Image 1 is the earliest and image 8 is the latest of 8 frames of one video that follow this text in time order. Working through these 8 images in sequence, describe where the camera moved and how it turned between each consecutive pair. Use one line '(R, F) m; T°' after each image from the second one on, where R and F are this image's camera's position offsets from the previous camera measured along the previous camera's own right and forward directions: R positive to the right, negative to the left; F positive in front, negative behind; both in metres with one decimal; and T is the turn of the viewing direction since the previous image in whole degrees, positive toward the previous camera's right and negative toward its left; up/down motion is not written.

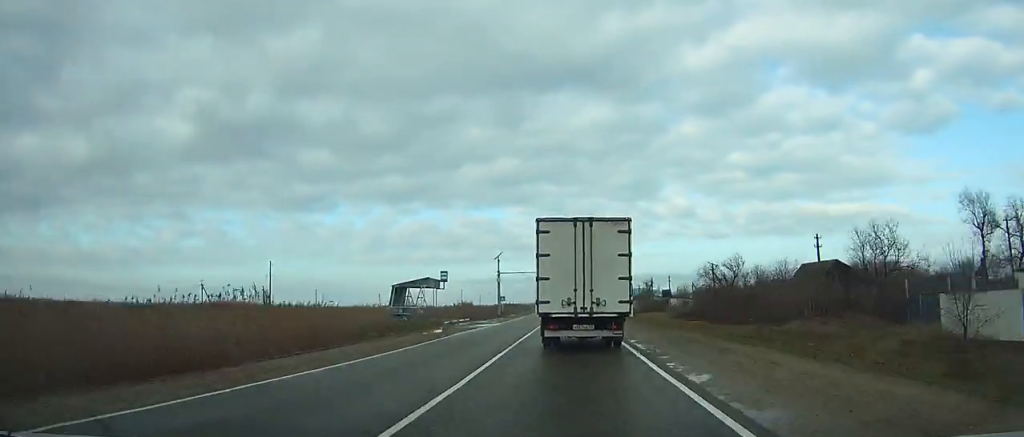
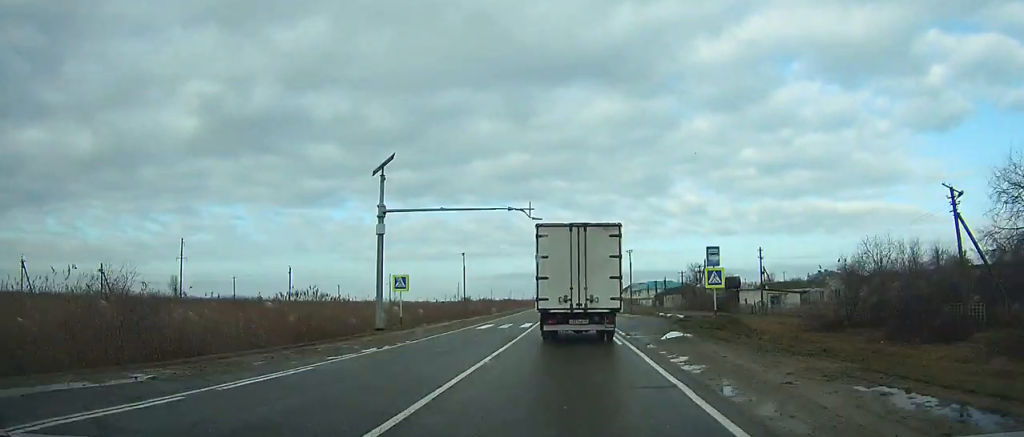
(-0.3, +53.6) m; -1°
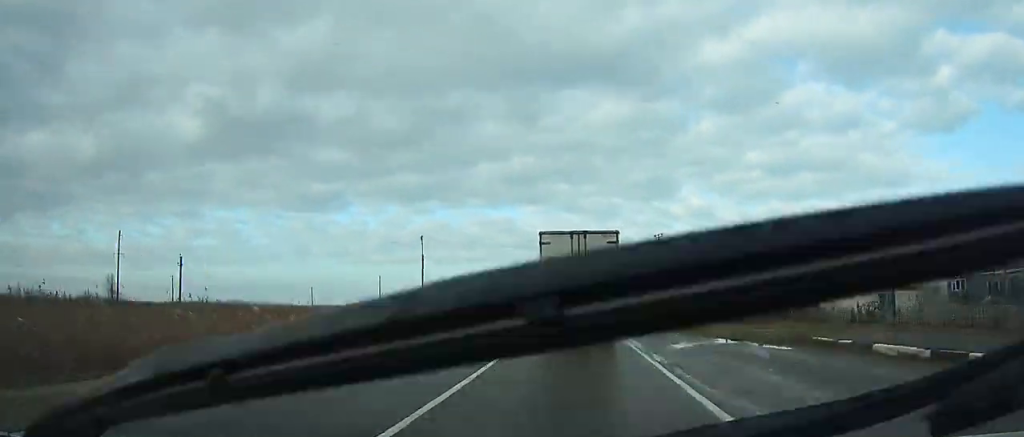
(-0.1, +27.7) m; 0°
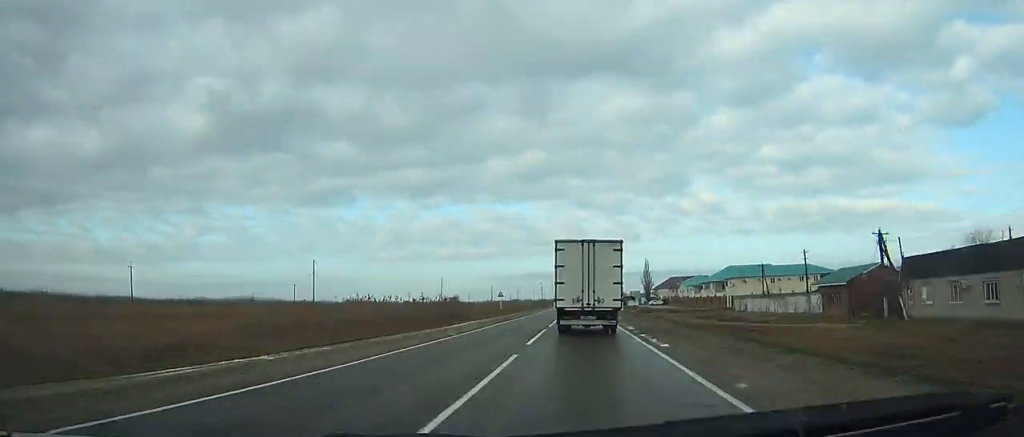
(-0.6, +83.9) m; -1°
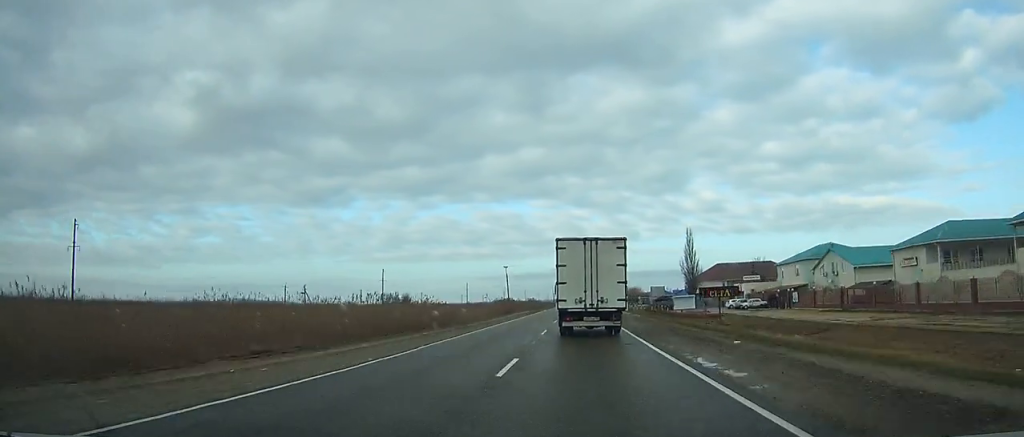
(0.0, +107.2) m; 0°
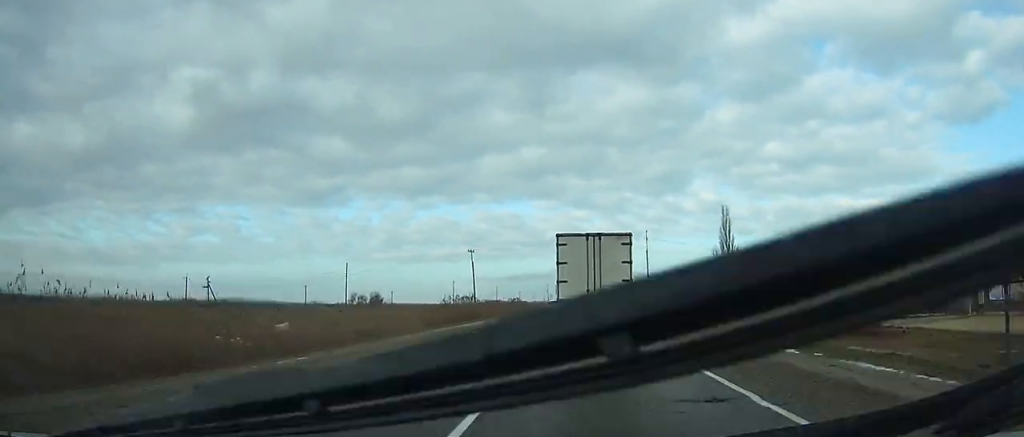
(+0.1, +39.5) m; 0°
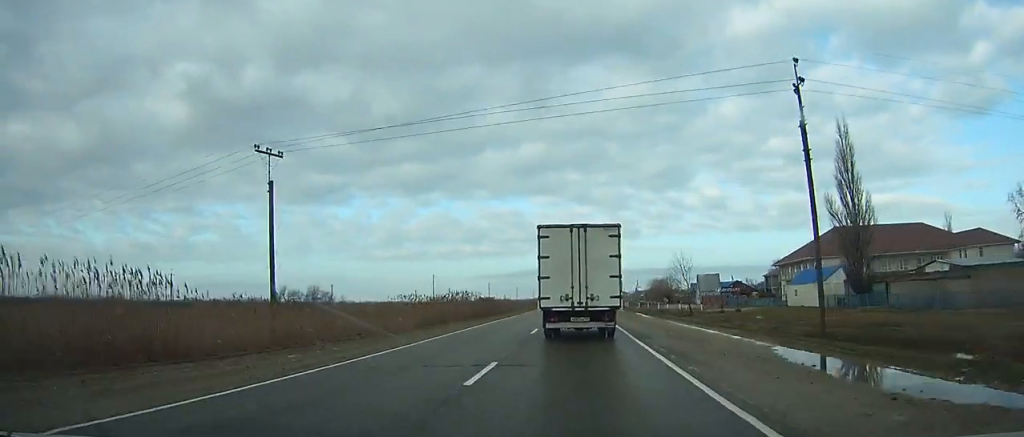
(+0.1, +55.0) m; 0°
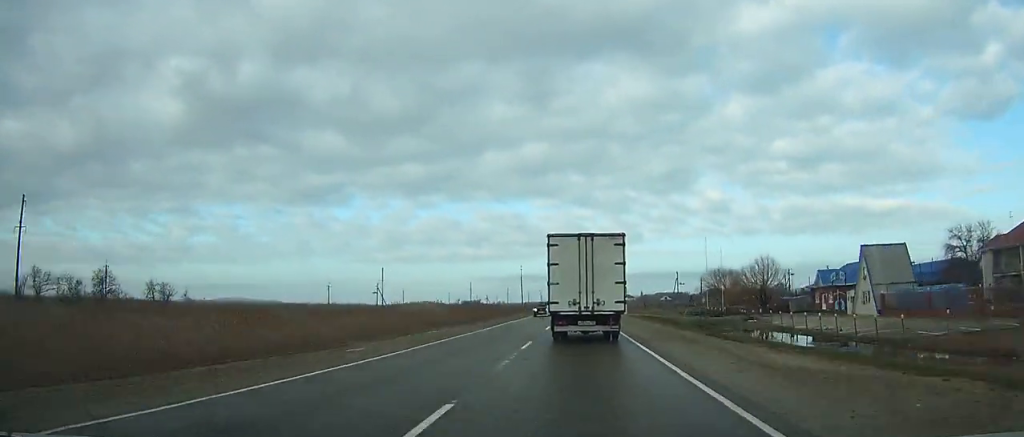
(-0.3, +89.9) m; 0°
